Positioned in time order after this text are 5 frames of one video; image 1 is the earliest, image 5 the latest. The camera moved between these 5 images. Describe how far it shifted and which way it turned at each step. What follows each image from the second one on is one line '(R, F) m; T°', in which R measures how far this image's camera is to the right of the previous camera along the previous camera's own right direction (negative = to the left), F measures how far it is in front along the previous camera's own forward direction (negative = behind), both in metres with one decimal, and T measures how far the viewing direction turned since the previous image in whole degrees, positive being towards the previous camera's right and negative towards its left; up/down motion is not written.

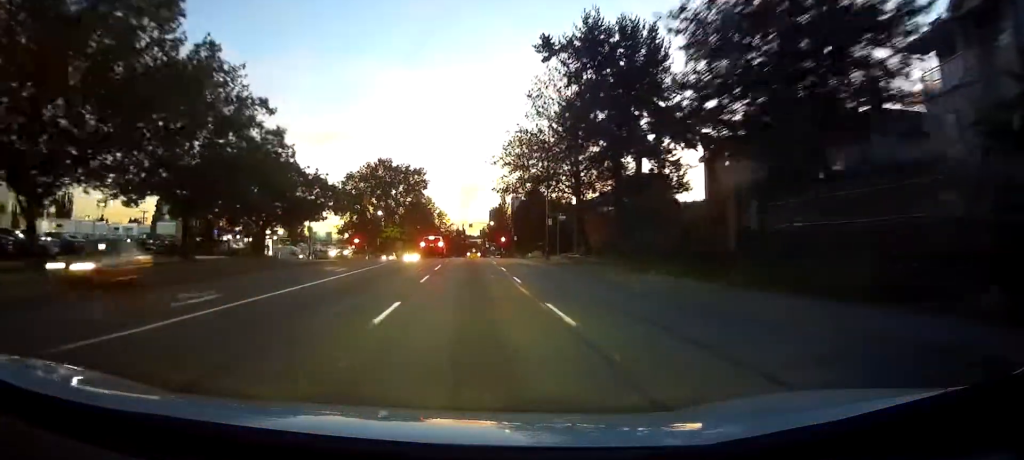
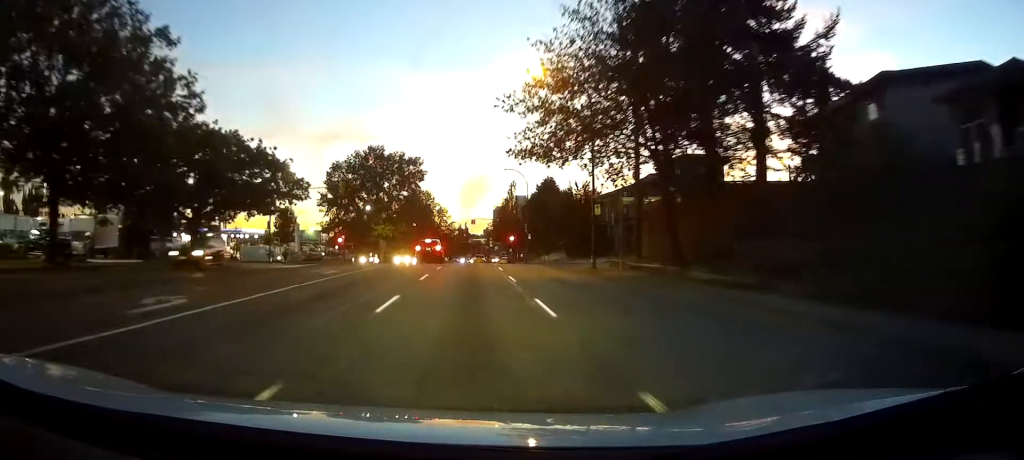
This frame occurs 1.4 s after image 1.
(-0.1, +16.1) m; -1°
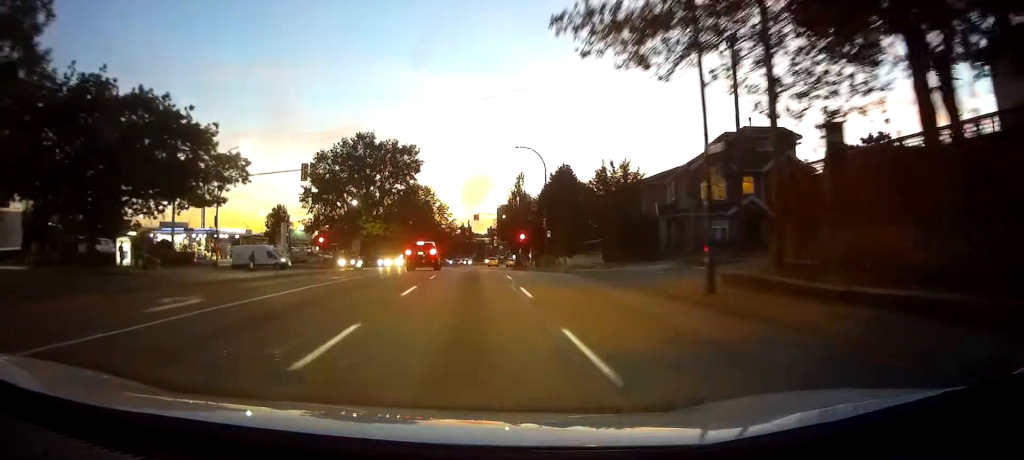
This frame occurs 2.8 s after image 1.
(0.0, +13.9) m; +1°
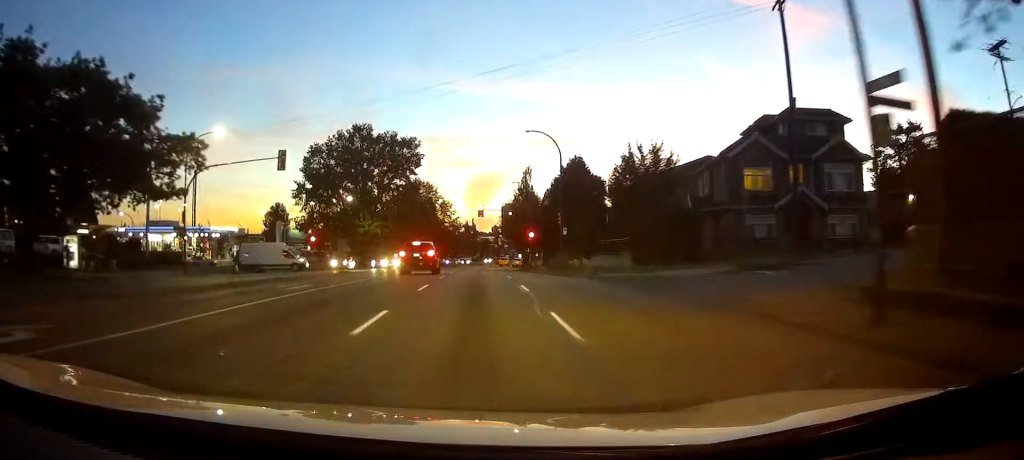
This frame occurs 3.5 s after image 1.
(+0.1, +6.4) m; 0°
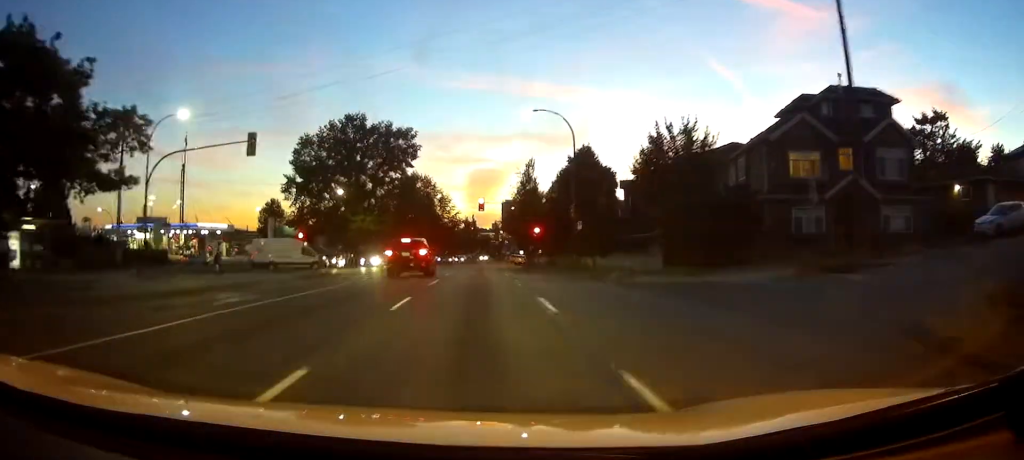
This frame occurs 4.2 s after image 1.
(0.0, +5.4) m; 0°
